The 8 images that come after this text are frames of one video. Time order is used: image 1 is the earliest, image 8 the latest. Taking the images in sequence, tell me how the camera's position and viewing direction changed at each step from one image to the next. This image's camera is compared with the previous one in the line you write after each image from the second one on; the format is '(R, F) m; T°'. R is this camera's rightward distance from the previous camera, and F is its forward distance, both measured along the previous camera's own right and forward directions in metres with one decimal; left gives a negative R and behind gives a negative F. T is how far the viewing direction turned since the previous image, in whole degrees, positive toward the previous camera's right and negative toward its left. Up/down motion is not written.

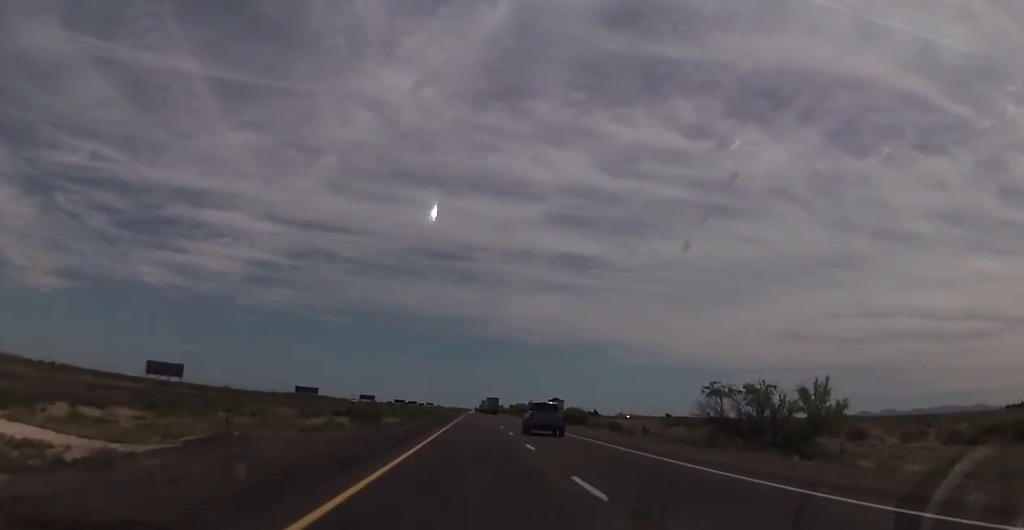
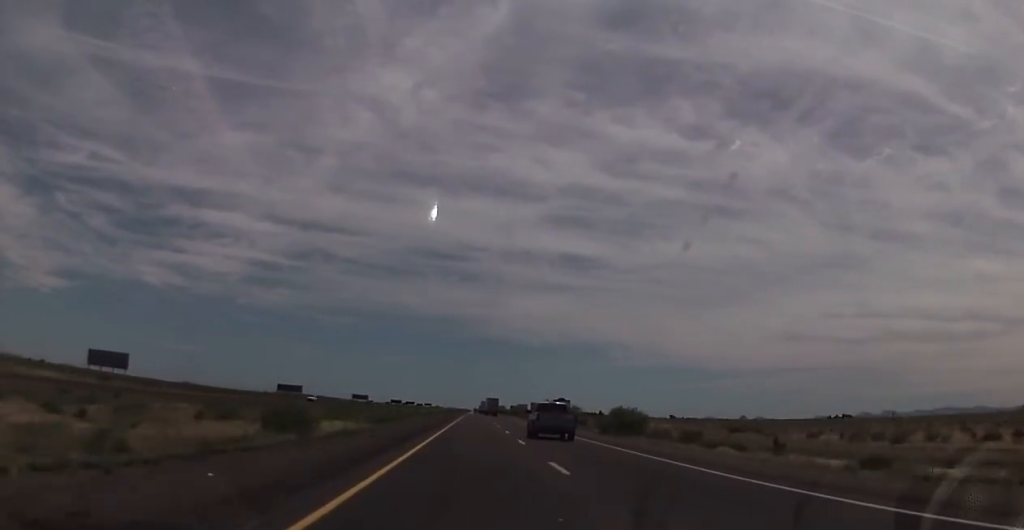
(0.0, +32.2) m; 0°
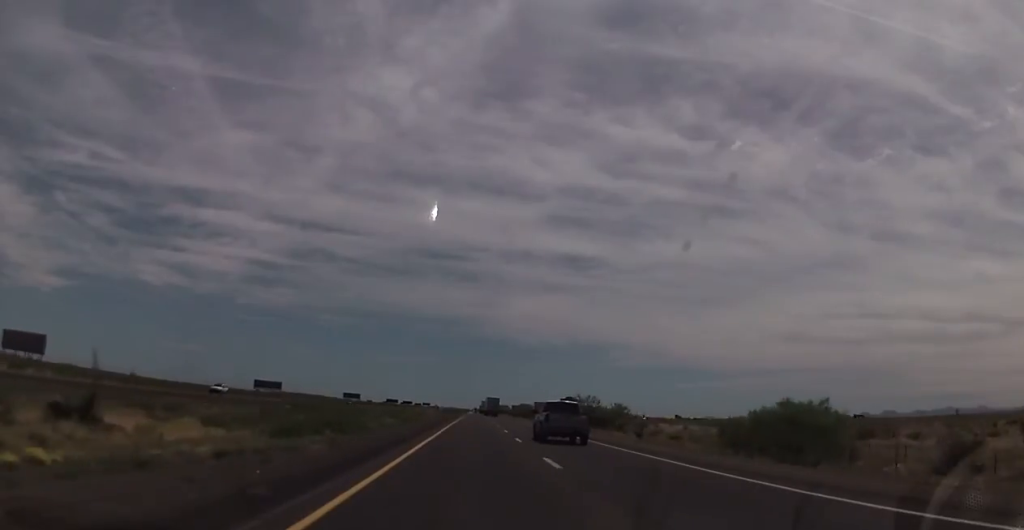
(0.0, +34.8) m; 0°
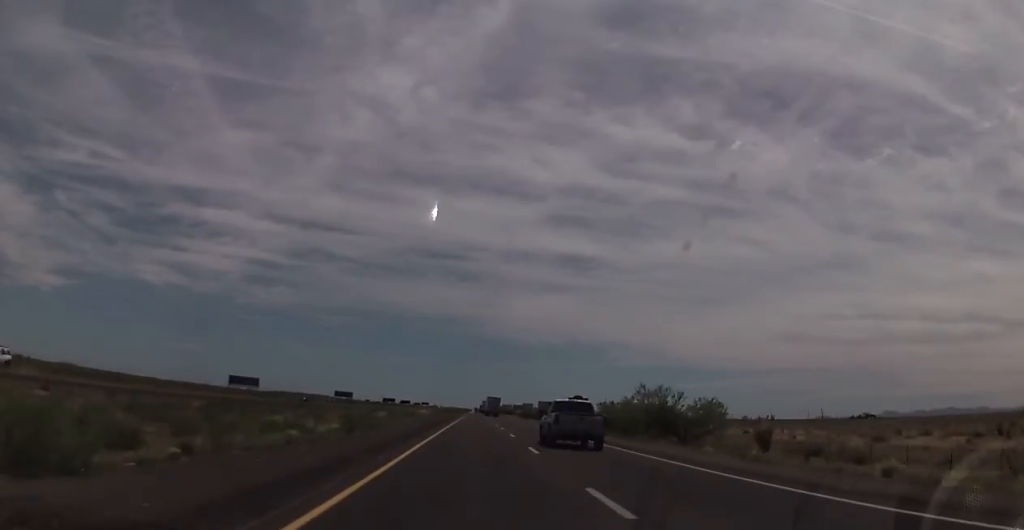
(0.0, +31.2) m; +1°
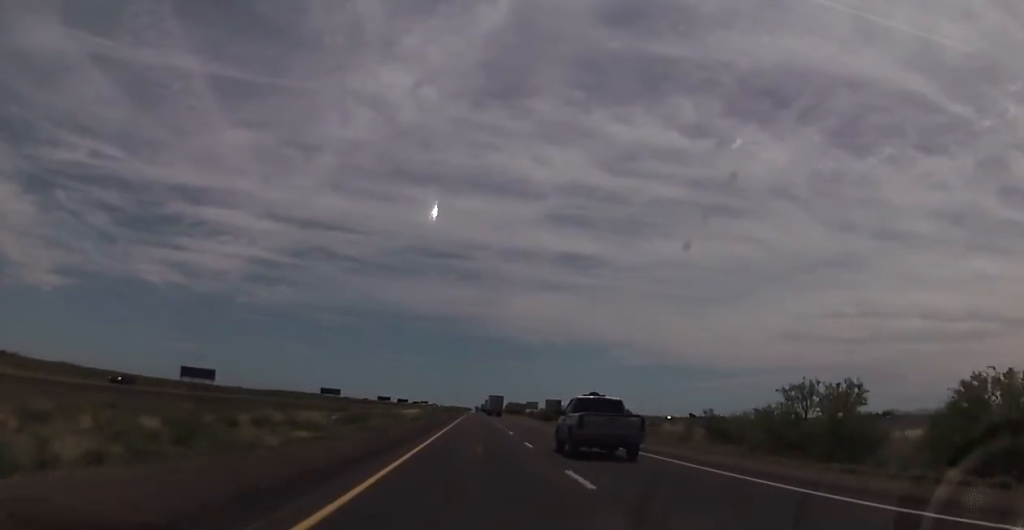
(+0.3, +45.3) m; 0°
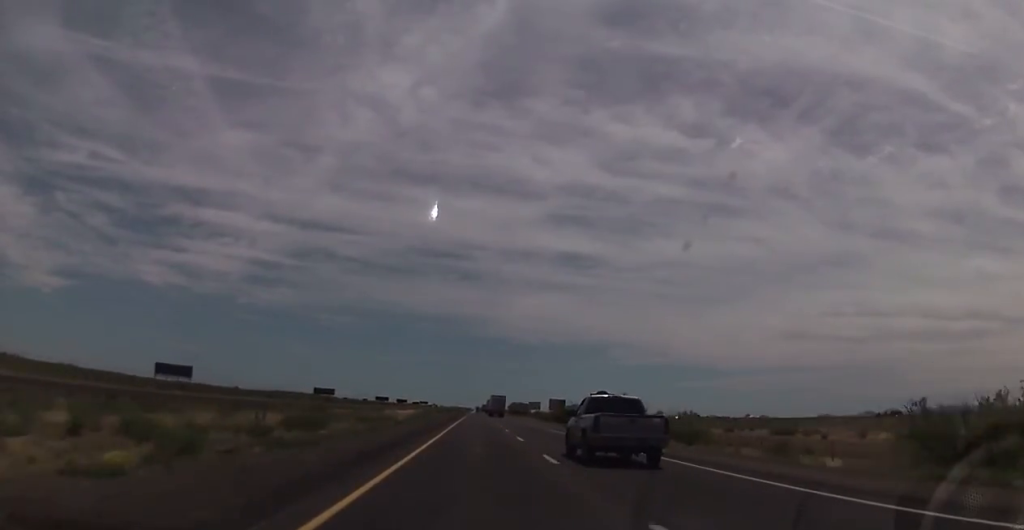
(-0.2, +18.9) m; 0°
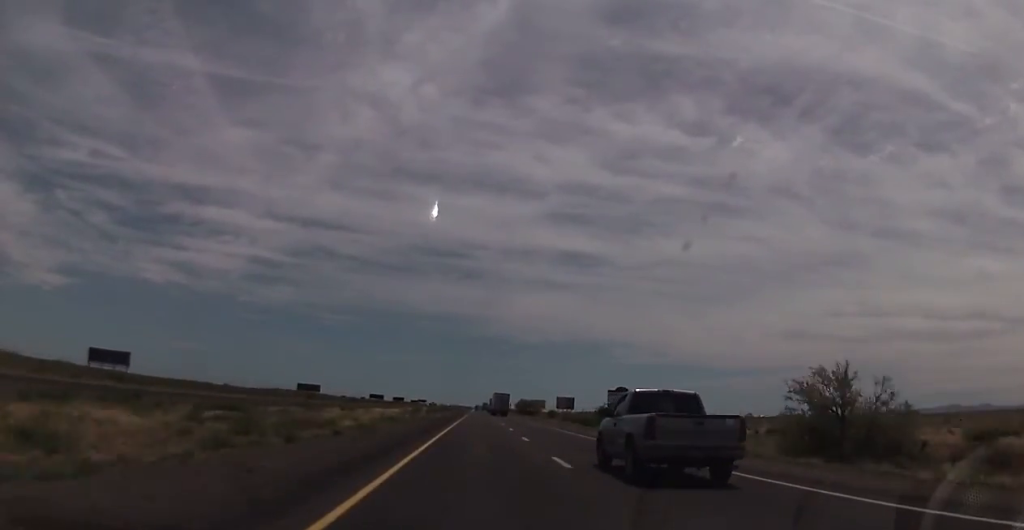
(-0.2, +37.9) m; 0°
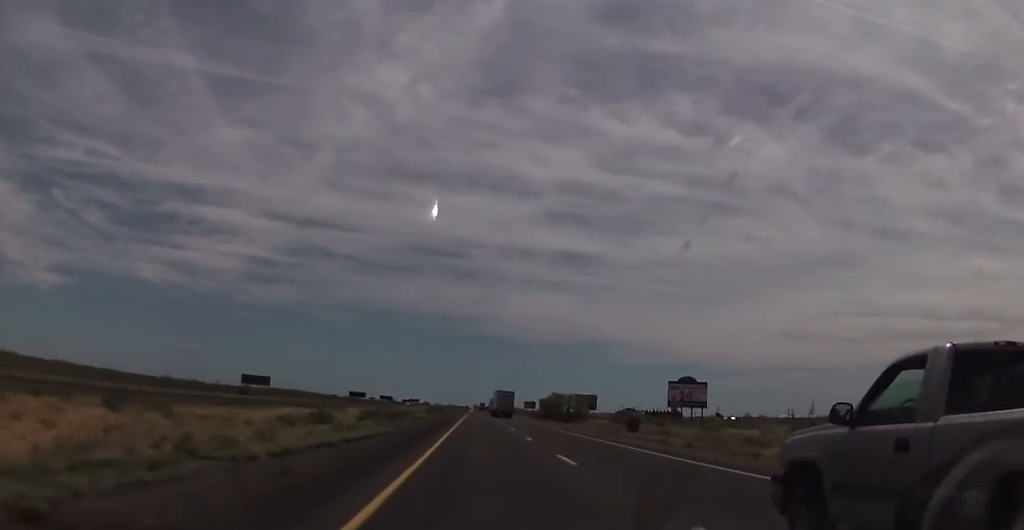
(+1.0, +83.5) m; +1°
